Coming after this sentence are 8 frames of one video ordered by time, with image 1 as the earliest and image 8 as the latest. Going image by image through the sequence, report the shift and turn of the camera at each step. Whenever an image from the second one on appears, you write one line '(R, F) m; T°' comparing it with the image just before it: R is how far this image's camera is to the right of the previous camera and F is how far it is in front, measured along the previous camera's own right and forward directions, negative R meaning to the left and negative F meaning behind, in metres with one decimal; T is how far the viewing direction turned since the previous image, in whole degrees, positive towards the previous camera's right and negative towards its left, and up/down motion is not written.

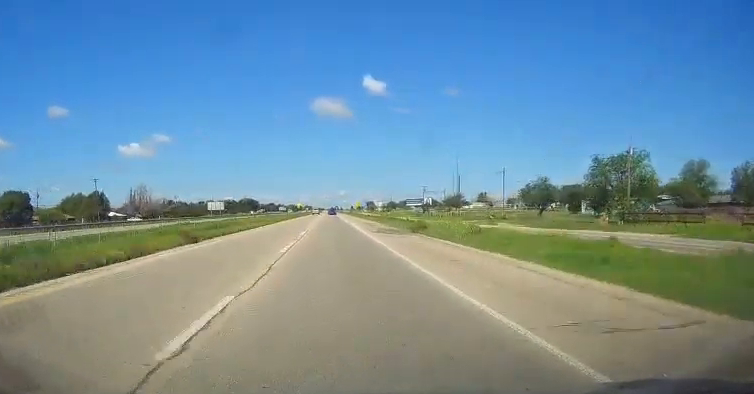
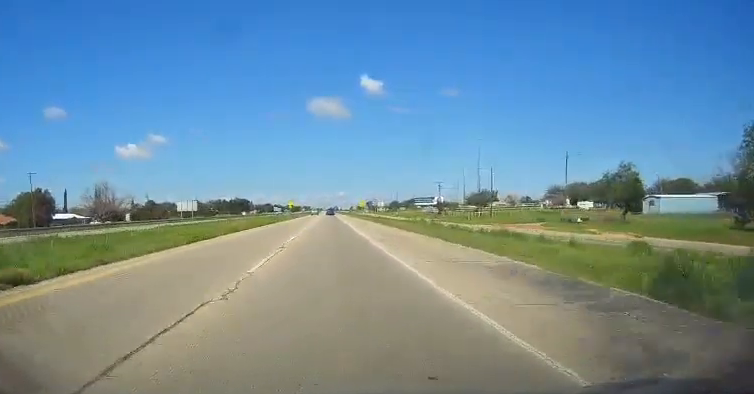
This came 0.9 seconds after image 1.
(+0.1, +30.1) m; +1°
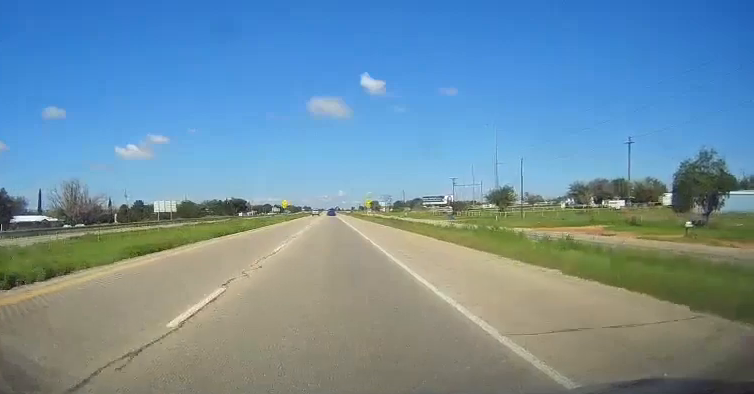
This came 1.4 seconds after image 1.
(+0.1, +17.9) m; 0°
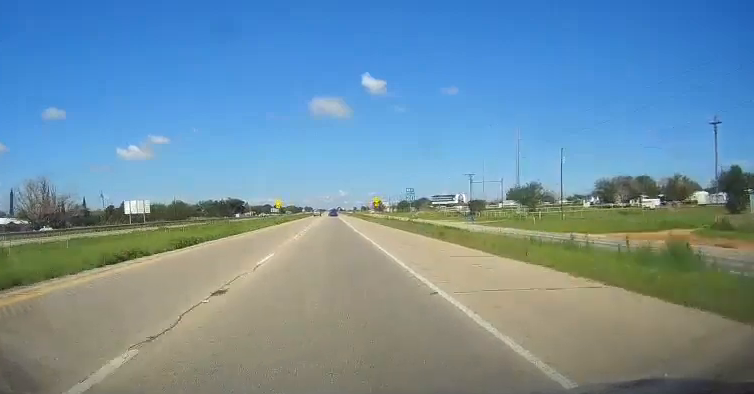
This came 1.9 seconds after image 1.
(0.0, +16.9) m; 0°
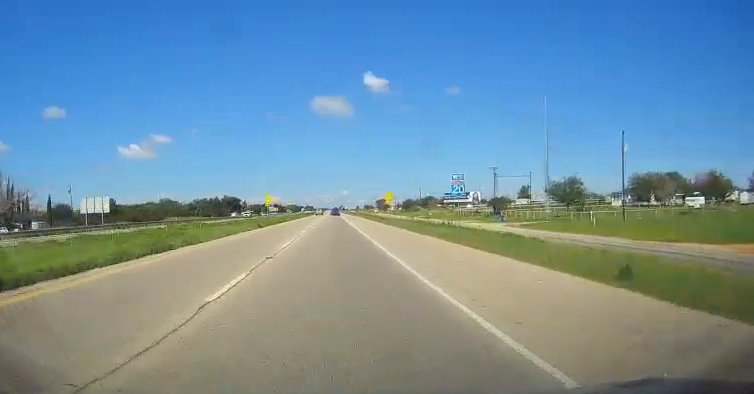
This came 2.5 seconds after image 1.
(+0.2, +18.0) m; -1°
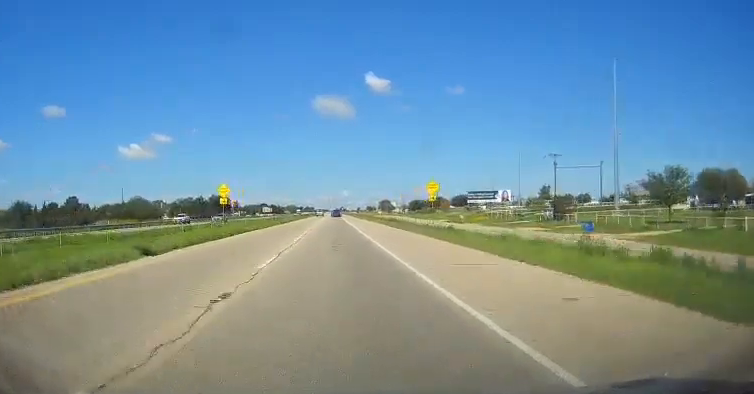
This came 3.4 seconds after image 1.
(-0.7, +31.7) m; 0°
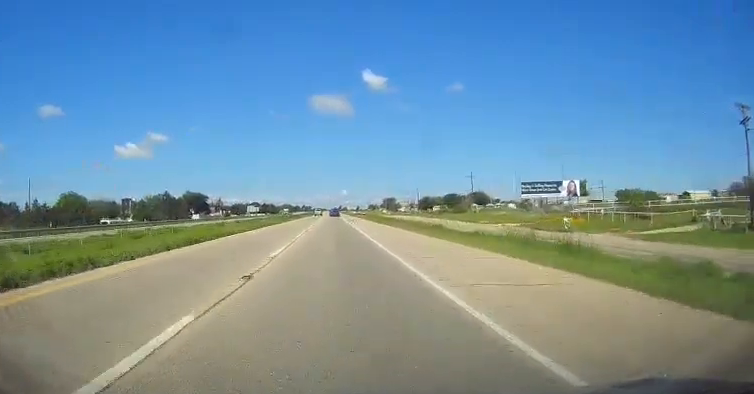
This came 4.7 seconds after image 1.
(+0.8, +45.8) m; +1°
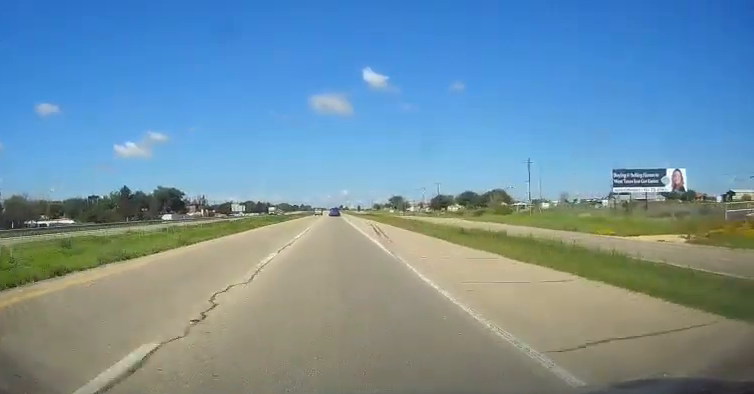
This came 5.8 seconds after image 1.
(0.0, +38.2) m; 0°
